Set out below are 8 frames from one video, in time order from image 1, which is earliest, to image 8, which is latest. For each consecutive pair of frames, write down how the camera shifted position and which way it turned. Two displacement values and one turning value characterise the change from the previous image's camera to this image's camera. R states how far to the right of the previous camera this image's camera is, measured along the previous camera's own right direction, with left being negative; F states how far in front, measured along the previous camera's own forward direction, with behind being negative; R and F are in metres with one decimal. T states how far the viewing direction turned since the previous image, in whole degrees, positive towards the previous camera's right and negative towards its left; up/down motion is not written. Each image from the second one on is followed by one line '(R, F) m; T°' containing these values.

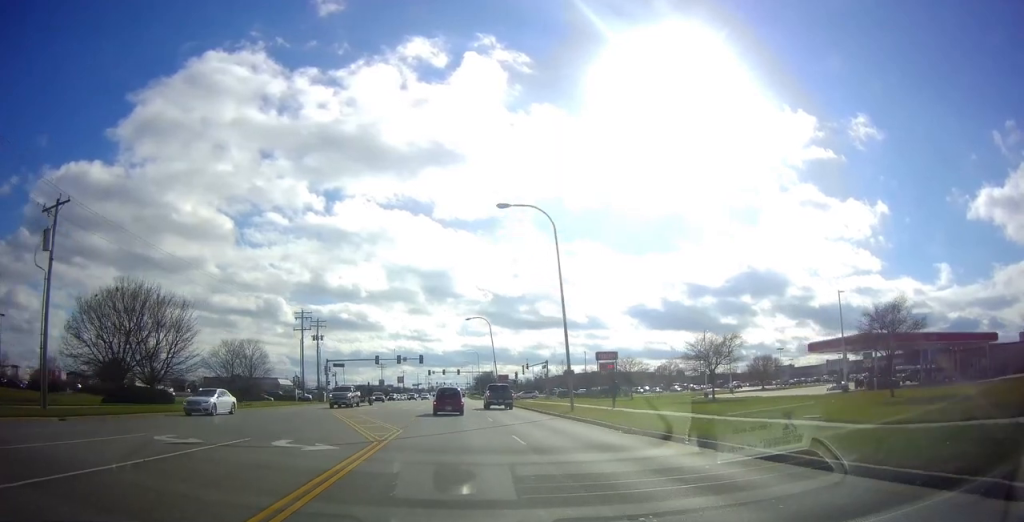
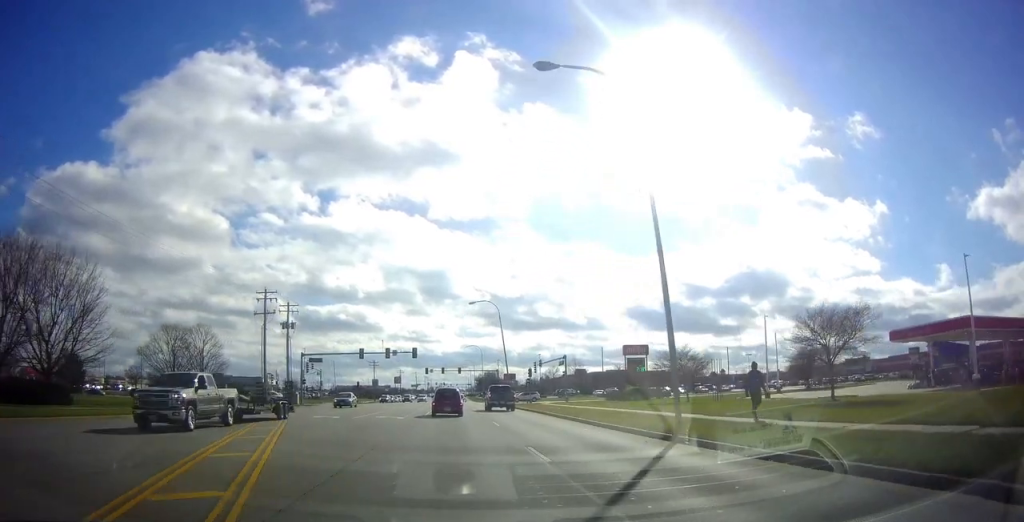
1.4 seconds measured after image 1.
(0.0, +17.0) m; 0°
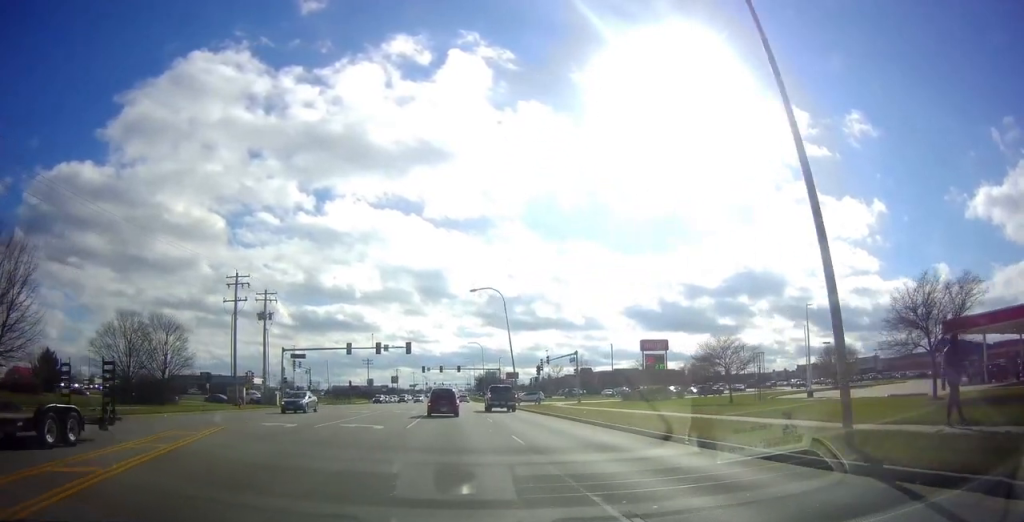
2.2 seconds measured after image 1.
(0.0, +9.1) m; 0°
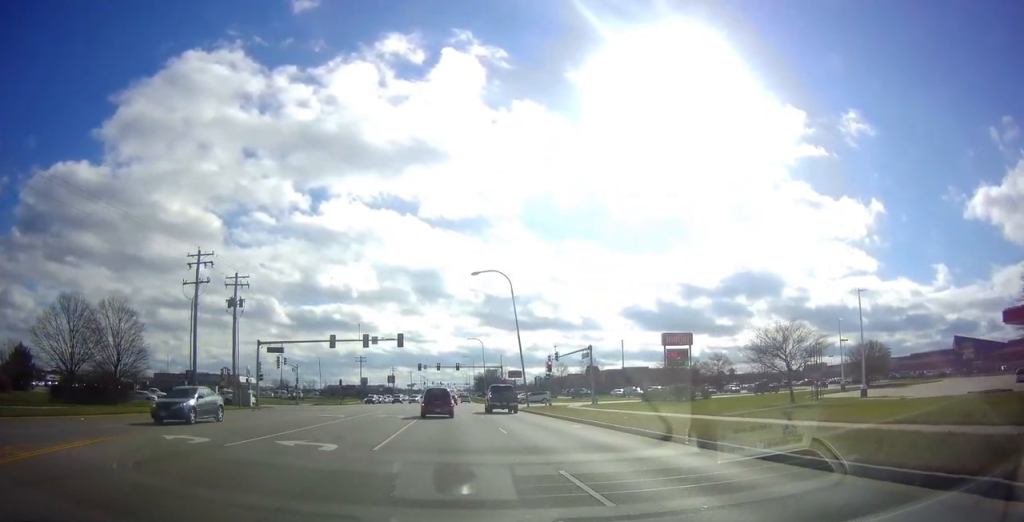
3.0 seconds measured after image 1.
(0.0, +9.0) m; 0°
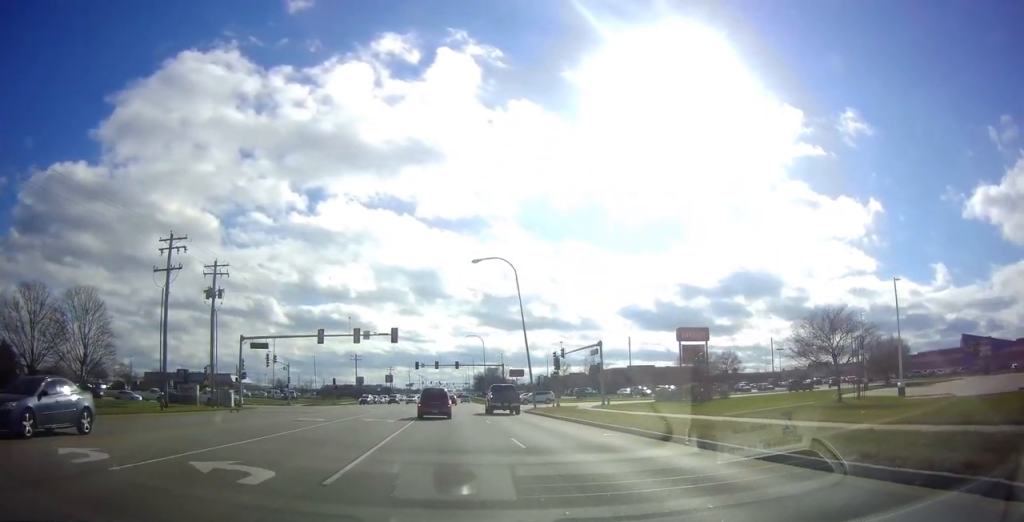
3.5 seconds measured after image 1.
(0.0, +5.6) m; 0°
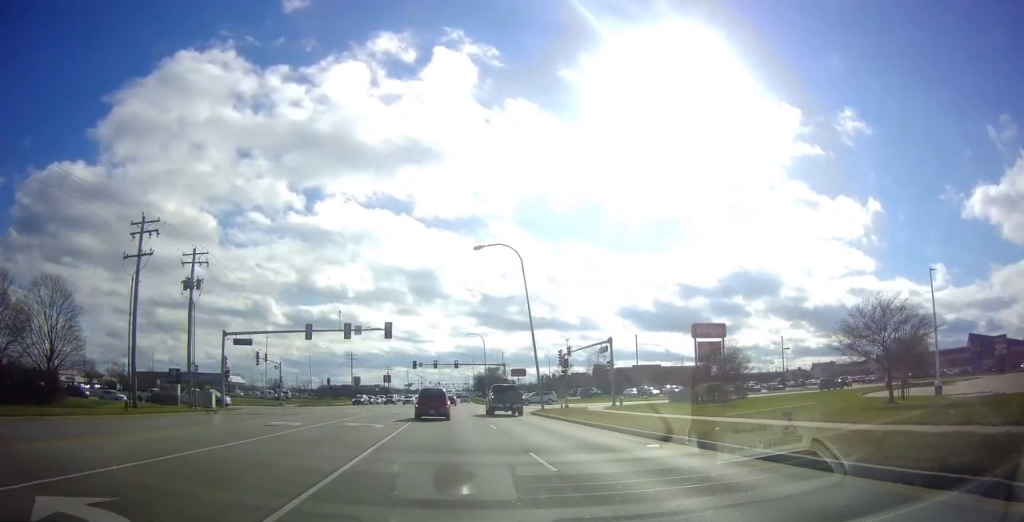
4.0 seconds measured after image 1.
(0.0, +4.7) m; 0°
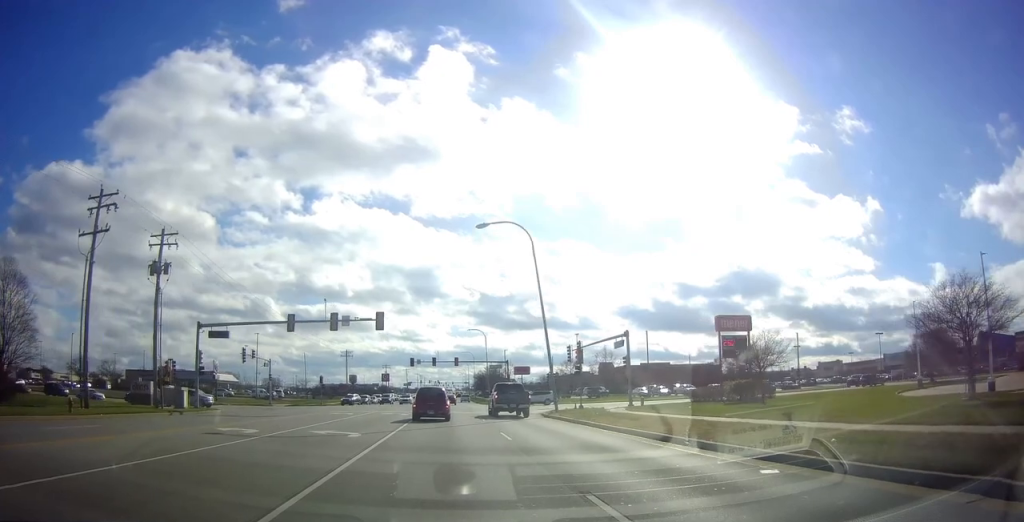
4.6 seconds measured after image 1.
(0.0, +6.3) m; 0°
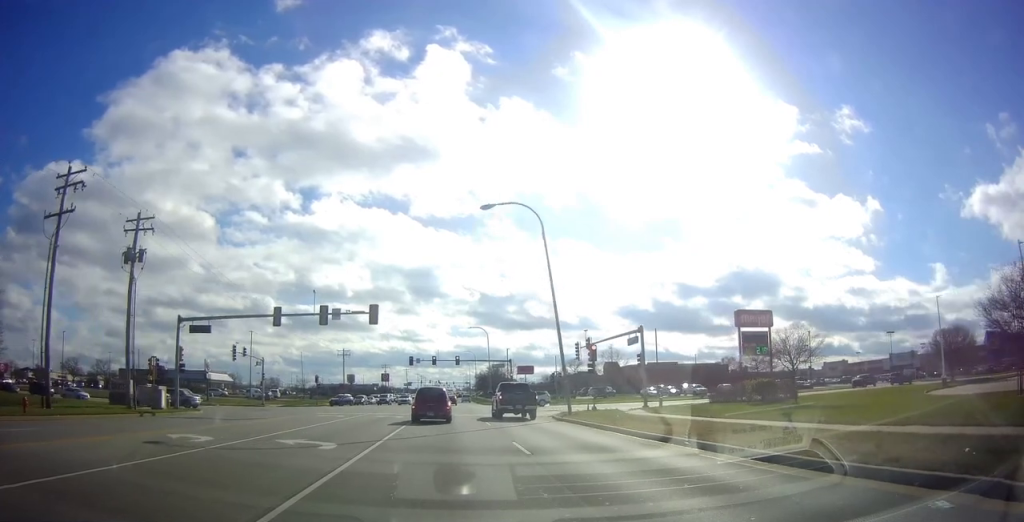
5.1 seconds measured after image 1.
(0.0, +4.4) m; 0°
